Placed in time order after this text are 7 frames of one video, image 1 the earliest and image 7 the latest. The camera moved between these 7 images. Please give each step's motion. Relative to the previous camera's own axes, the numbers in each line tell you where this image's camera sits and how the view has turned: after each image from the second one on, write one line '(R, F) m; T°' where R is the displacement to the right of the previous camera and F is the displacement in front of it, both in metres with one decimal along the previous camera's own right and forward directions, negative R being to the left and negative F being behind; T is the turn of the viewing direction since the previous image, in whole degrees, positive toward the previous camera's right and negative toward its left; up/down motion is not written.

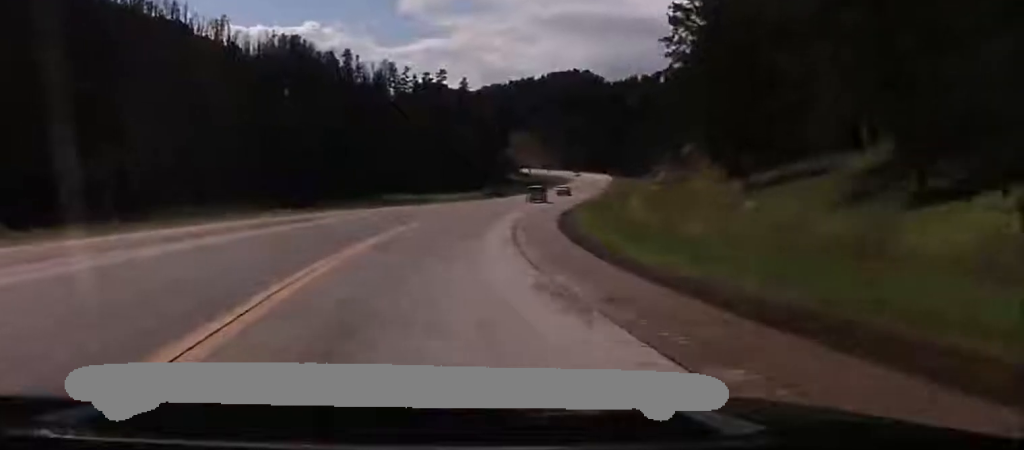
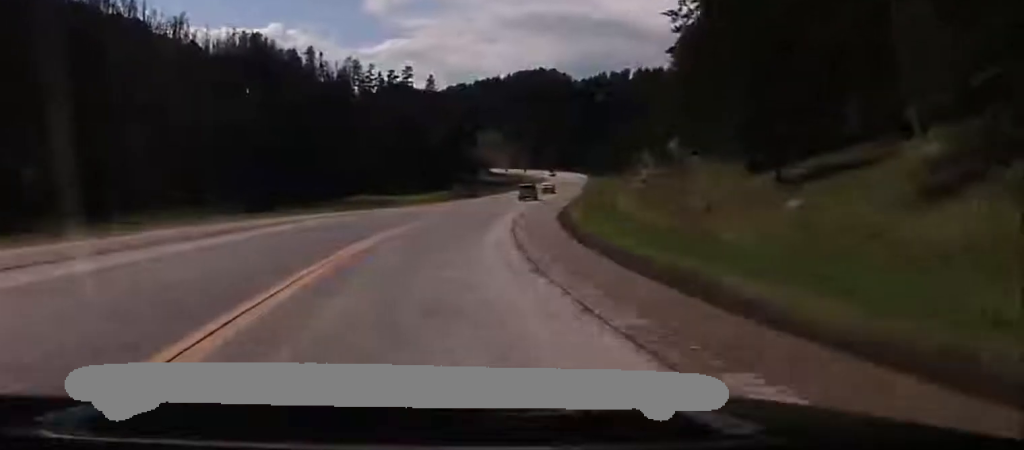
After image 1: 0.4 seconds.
(0.0, +10.5) m; +1°
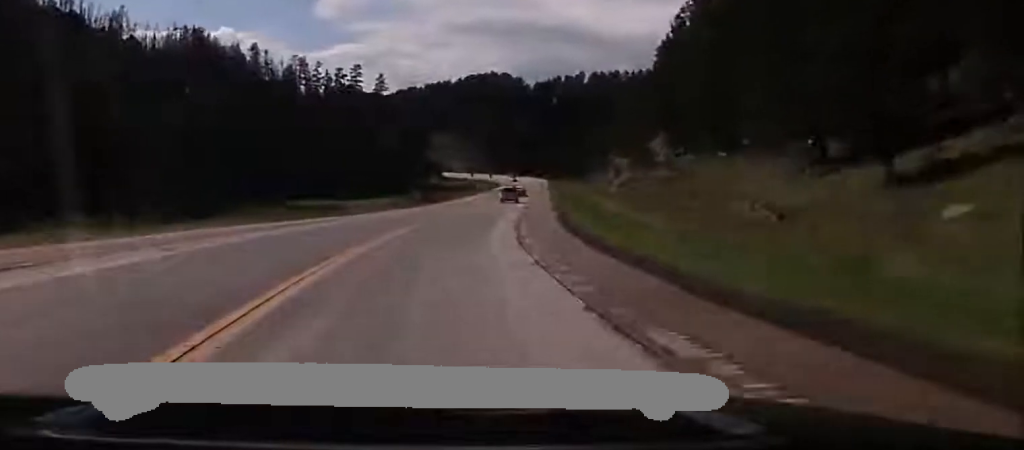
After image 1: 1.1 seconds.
(-0.2, +16.9) m; +2°
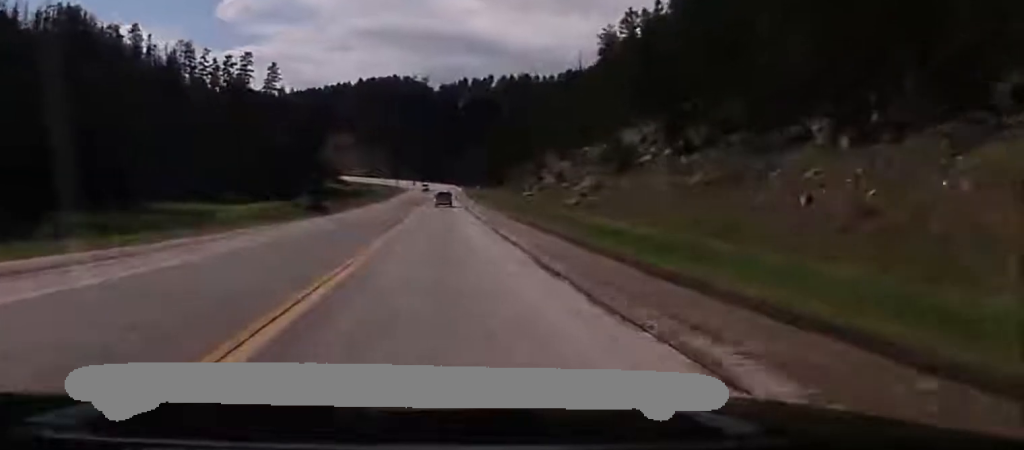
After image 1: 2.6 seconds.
(+2.7, +33.9) m; +8°
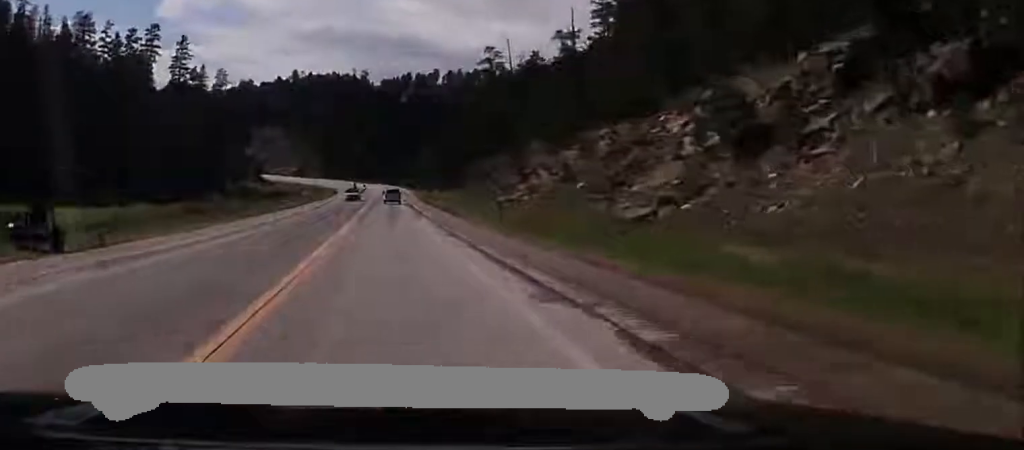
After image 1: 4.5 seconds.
(+3.3, +44.4) m; +6°
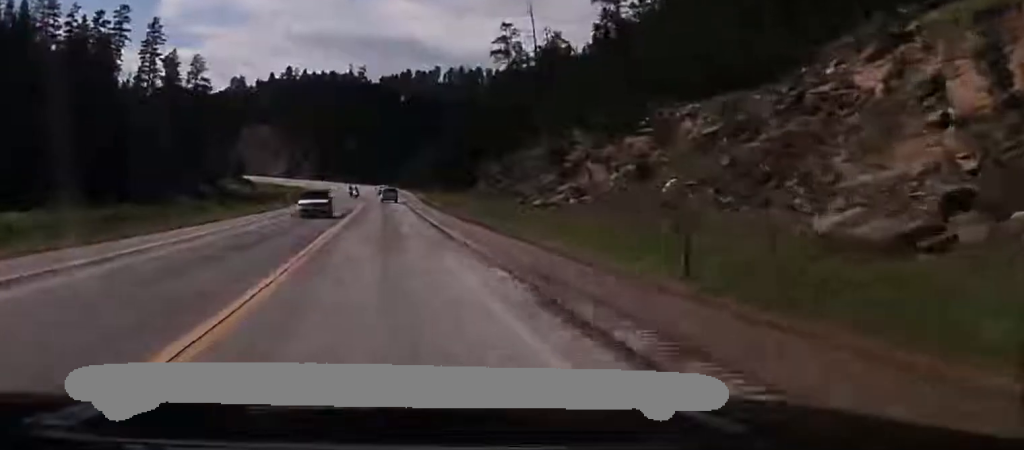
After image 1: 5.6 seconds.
(-0.2, +25.1) m; 0°
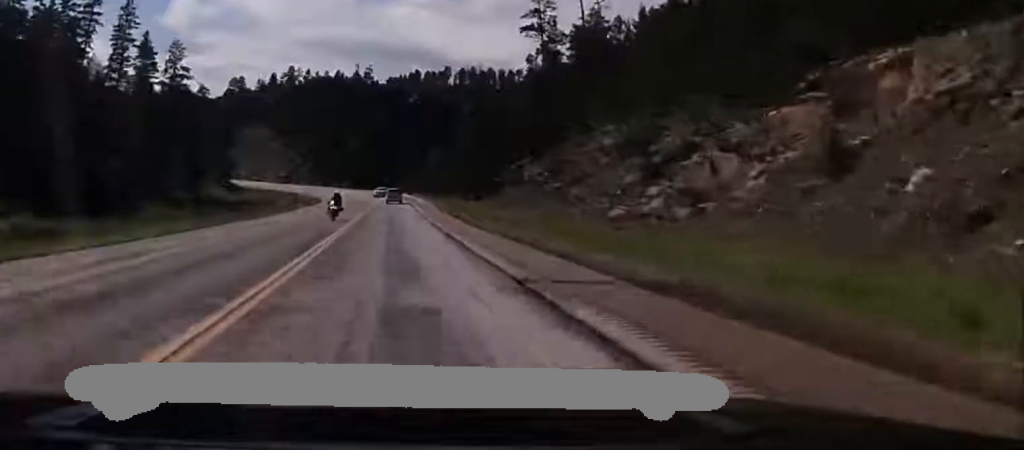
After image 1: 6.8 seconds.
(+0.1, +27.3) m; 0°
